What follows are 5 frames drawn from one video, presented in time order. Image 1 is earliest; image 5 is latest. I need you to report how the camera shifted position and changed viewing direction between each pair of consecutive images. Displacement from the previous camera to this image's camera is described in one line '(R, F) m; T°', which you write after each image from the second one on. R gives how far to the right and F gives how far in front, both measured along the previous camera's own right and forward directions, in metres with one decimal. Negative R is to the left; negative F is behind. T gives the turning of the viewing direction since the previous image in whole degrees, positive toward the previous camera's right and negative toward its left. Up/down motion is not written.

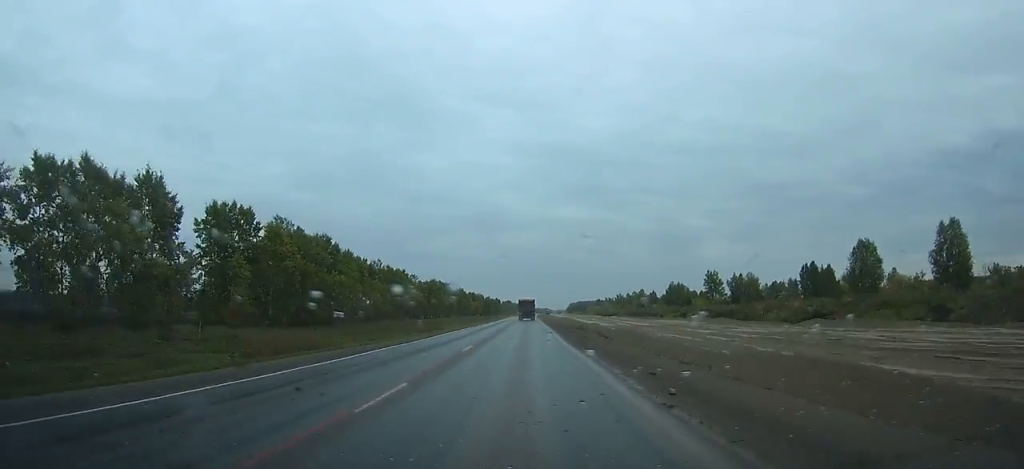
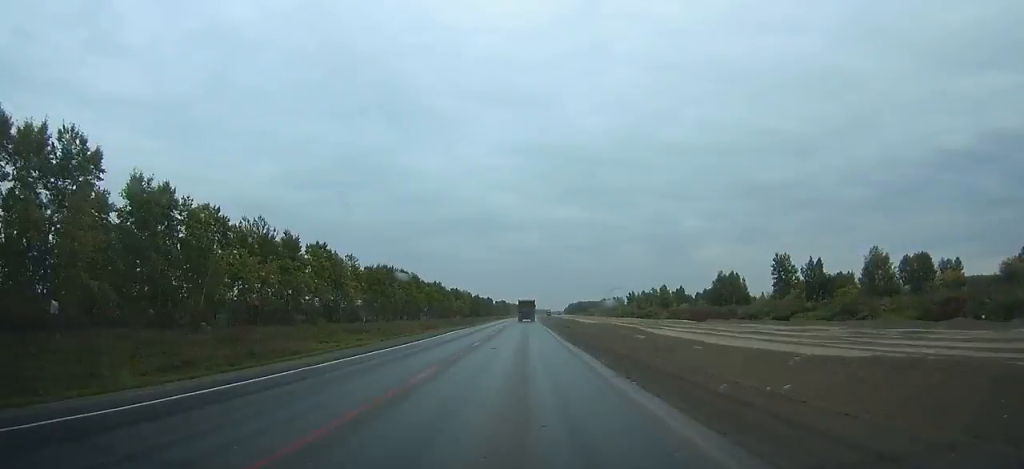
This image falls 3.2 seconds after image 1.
(+0.2, +67.4) m; 0°
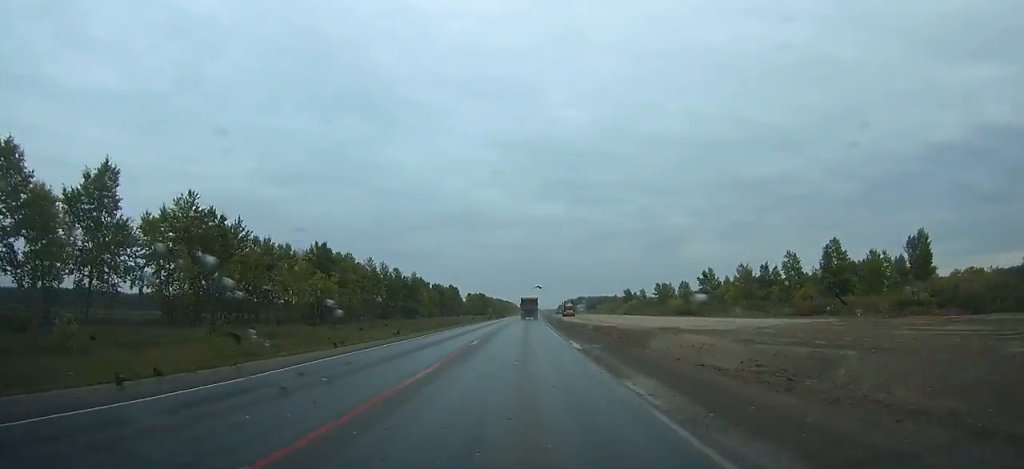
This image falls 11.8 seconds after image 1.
(+0.9, +178.6) m; +1°
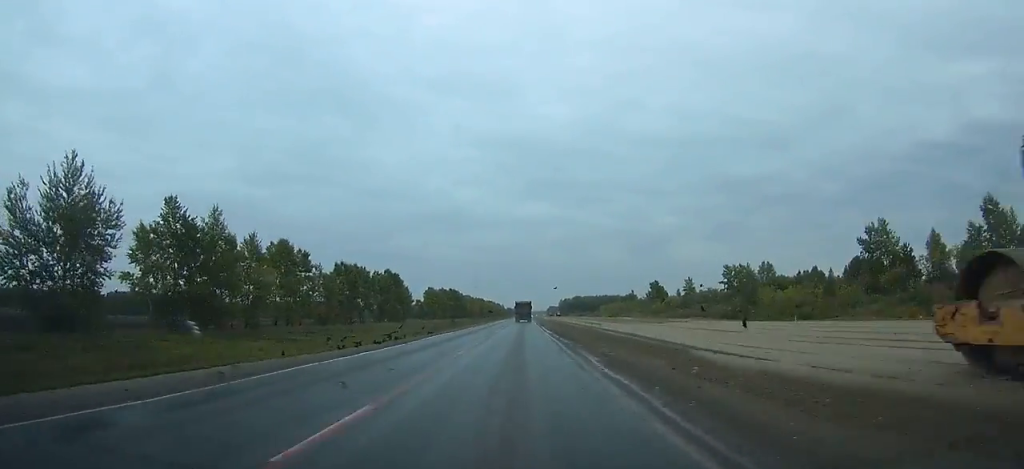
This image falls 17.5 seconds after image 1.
(+1.0, +113.7) m; +1°
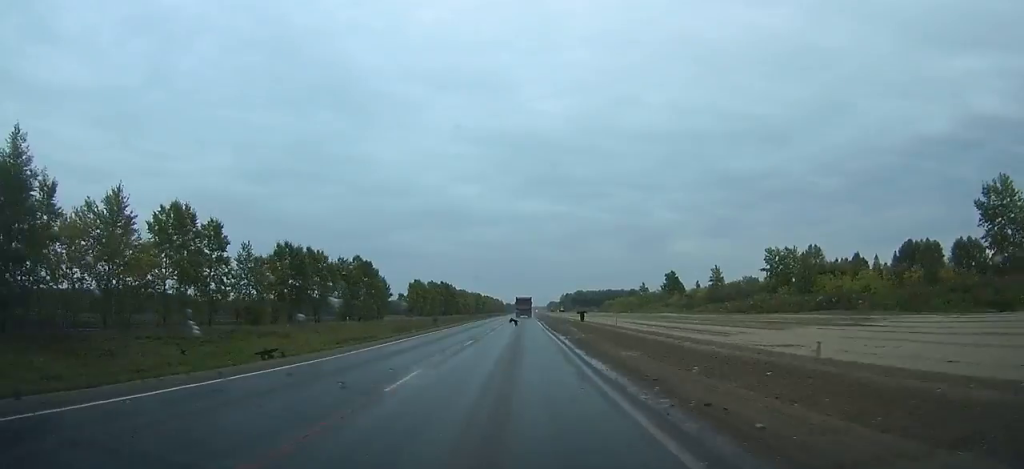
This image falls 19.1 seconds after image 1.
(0.0, +31.4) m; 0°
